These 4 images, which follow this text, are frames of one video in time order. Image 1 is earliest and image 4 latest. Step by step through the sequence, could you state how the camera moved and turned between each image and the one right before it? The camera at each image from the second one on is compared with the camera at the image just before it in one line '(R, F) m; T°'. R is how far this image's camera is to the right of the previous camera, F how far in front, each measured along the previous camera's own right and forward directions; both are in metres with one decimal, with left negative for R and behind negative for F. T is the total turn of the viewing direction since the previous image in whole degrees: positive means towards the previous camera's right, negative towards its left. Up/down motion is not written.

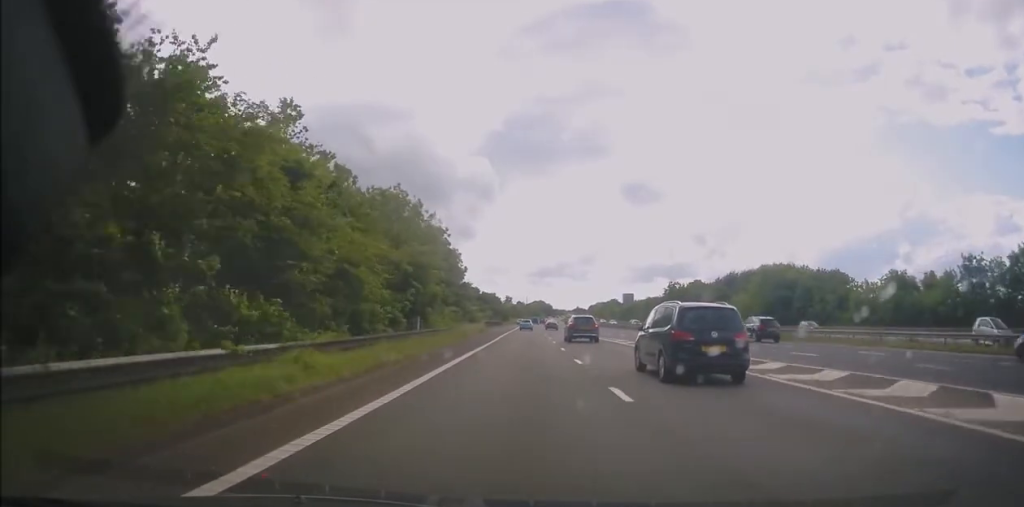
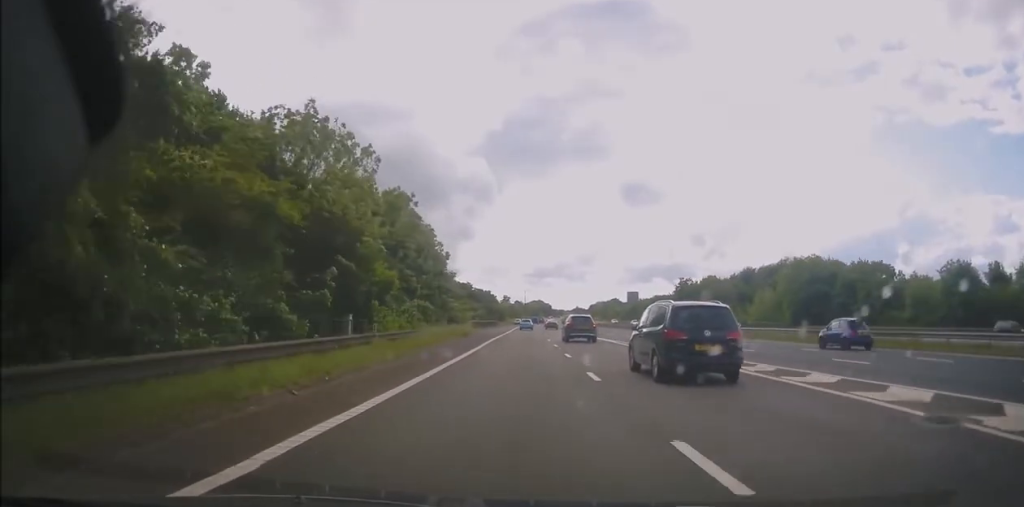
(0.0, +14.0) m; 0°
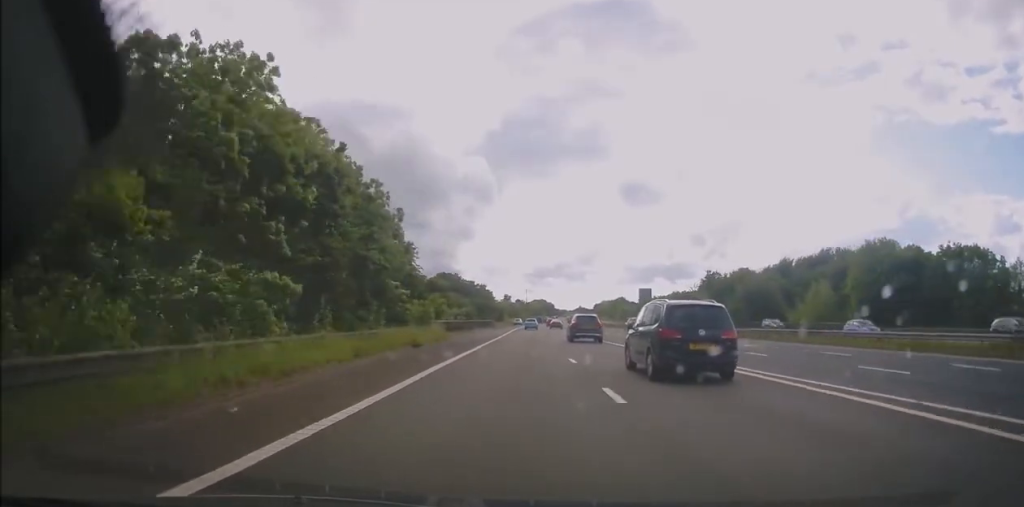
(0.0, +21.1) m; 0°
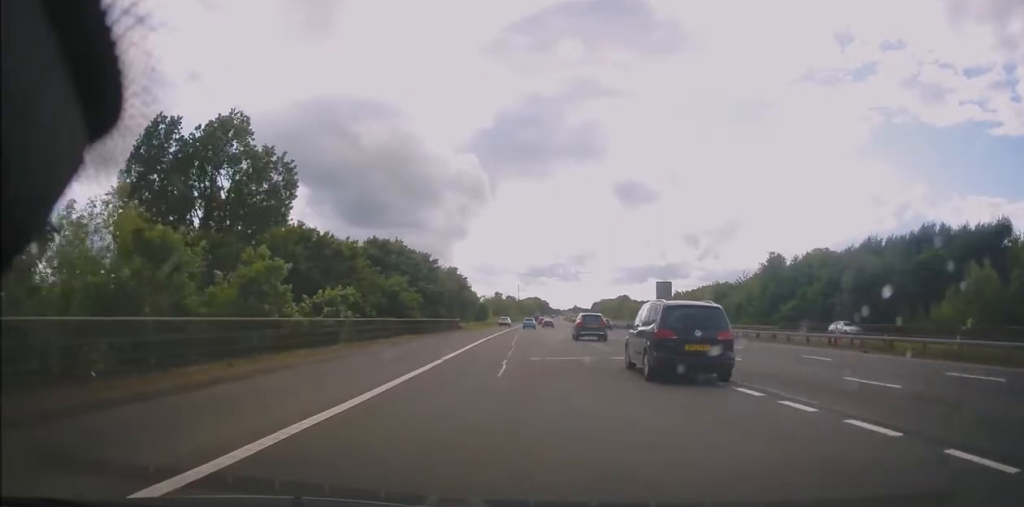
(+1.0, +37.6) m; +2°
